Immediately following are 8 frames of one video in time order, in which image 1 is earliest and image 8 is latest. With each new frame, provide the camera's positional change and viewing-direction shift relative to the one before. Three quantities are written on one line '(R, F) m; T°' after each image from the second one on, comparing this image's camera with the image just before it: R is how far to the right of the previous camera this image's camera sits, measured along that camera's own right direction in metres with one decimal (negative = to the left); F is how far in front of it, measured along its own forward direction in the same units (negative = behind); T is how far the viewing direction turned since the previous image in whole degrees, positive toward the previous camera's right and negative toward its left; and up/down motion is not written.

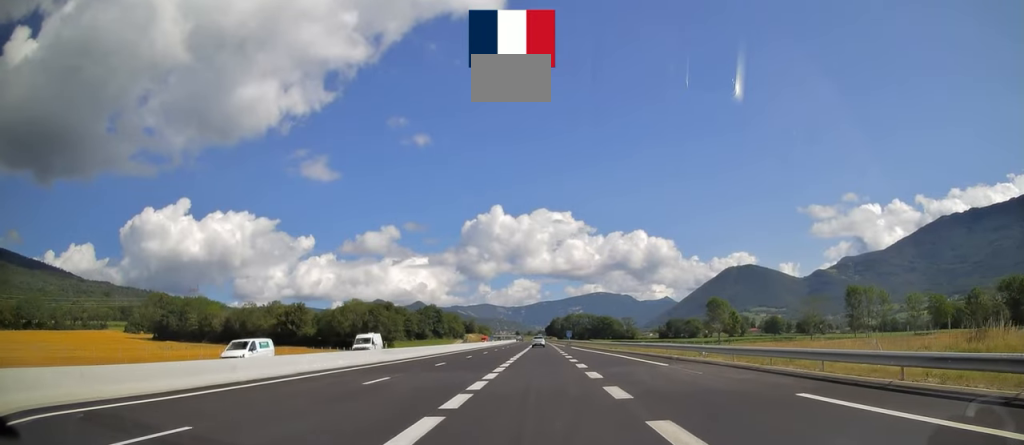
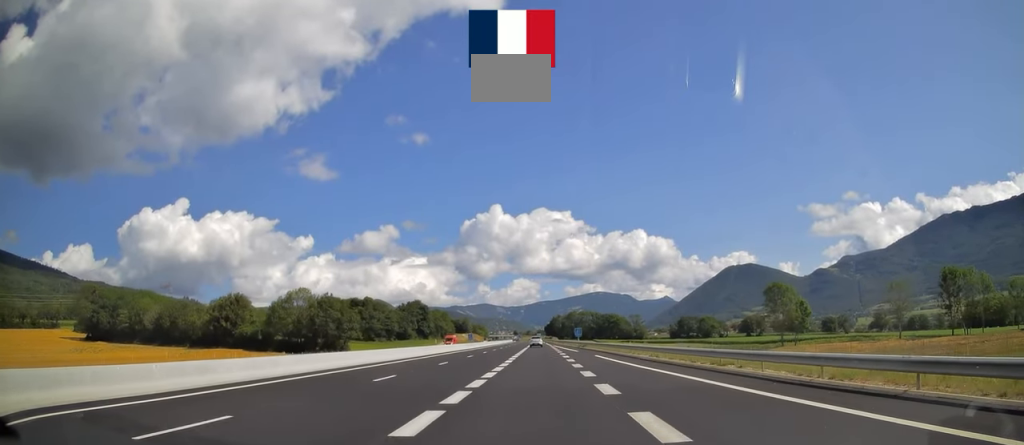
(0.0, +37.7) m; 0°
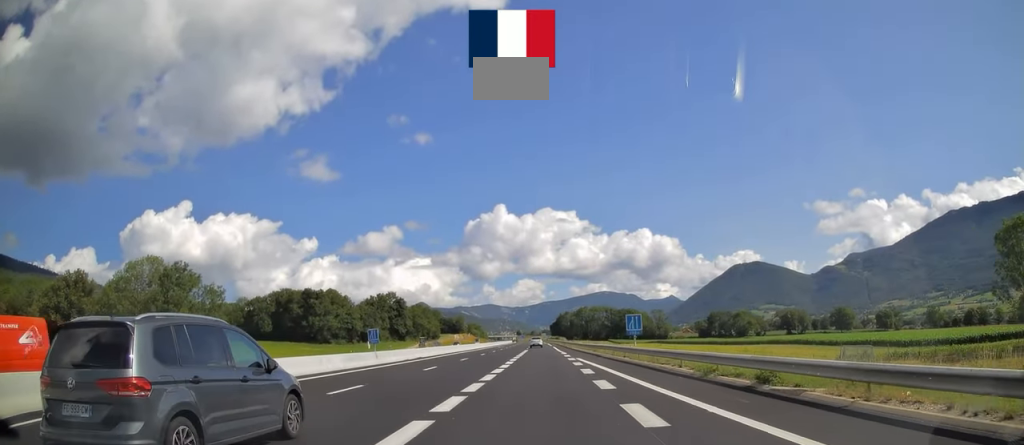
(-0.1, +57.0) m; 0°
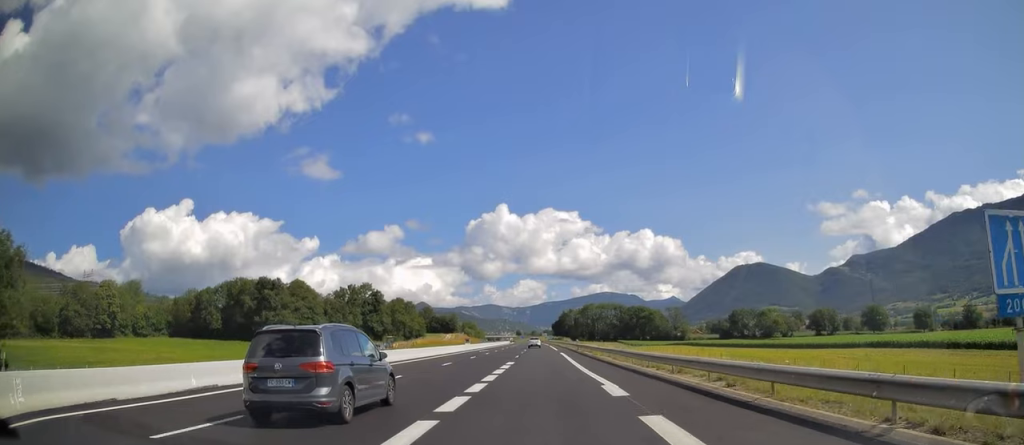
(-0.1, +34.2) m; 0°
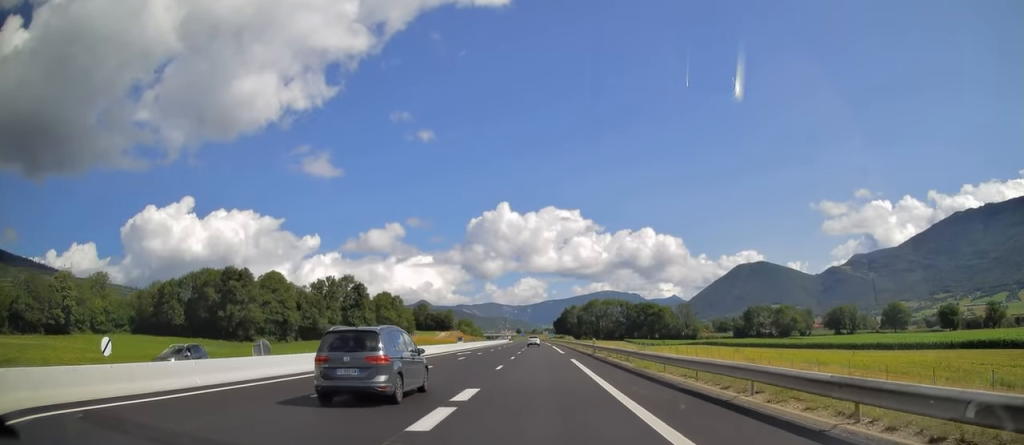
(0.0, +19.7) m; 0°
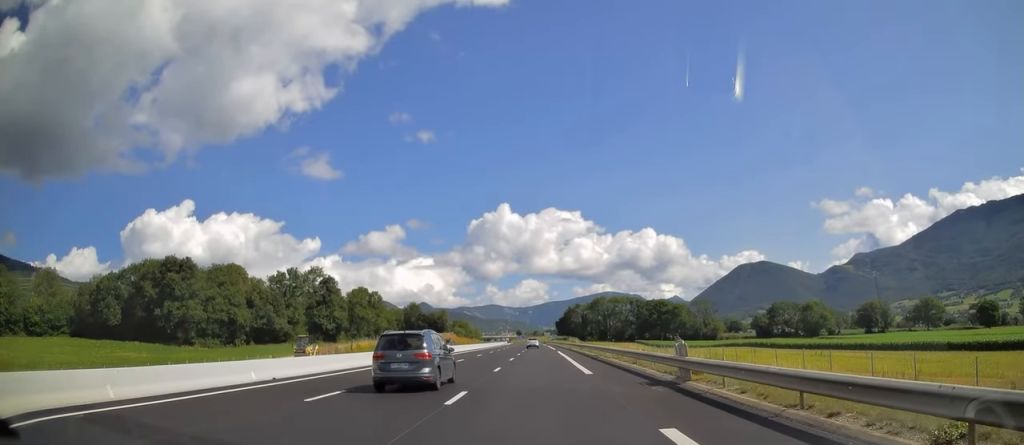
(0.0, +26.6) m; 0°
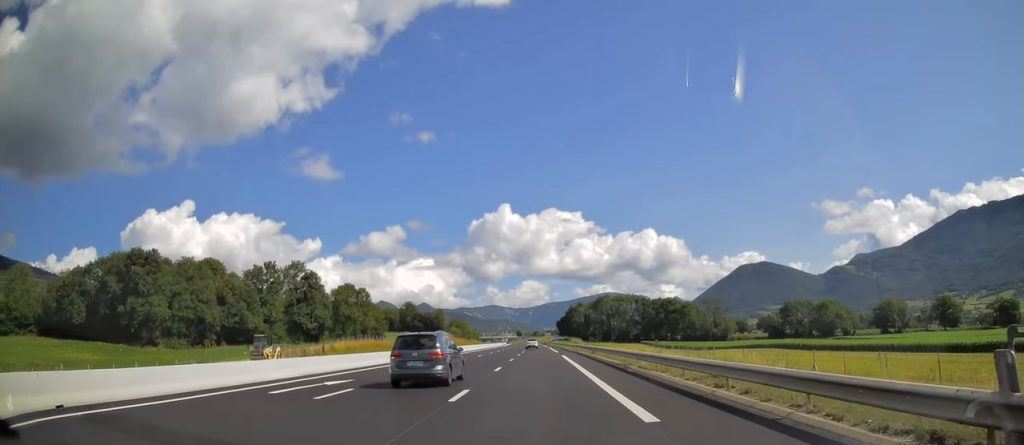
(-0.1, +12.4) m; 0°
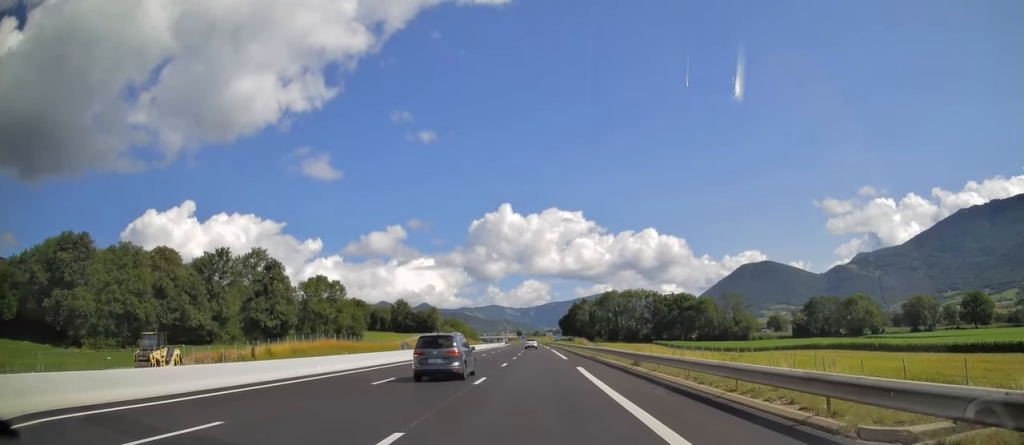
(0.0, +20.8) m; 0°
